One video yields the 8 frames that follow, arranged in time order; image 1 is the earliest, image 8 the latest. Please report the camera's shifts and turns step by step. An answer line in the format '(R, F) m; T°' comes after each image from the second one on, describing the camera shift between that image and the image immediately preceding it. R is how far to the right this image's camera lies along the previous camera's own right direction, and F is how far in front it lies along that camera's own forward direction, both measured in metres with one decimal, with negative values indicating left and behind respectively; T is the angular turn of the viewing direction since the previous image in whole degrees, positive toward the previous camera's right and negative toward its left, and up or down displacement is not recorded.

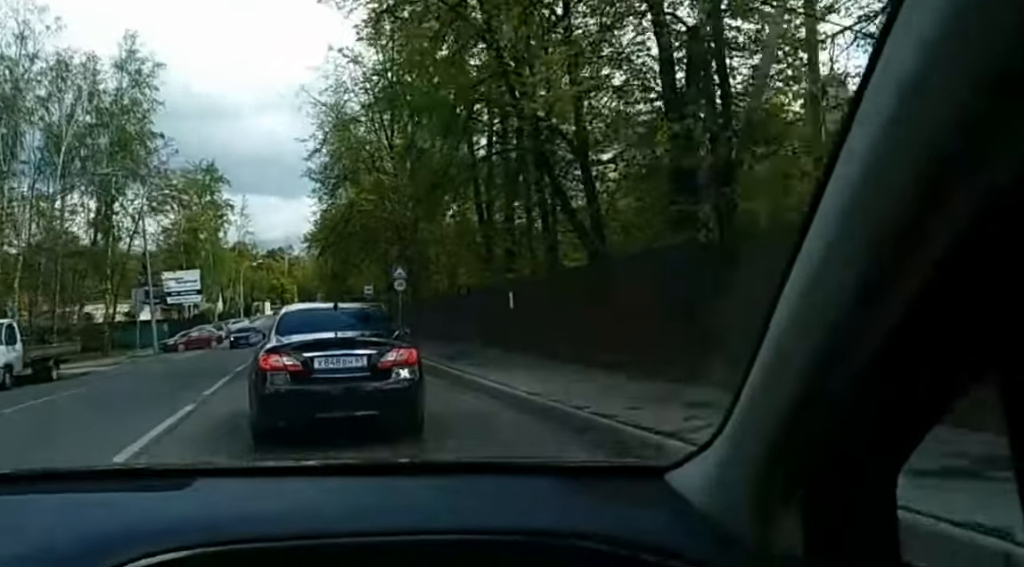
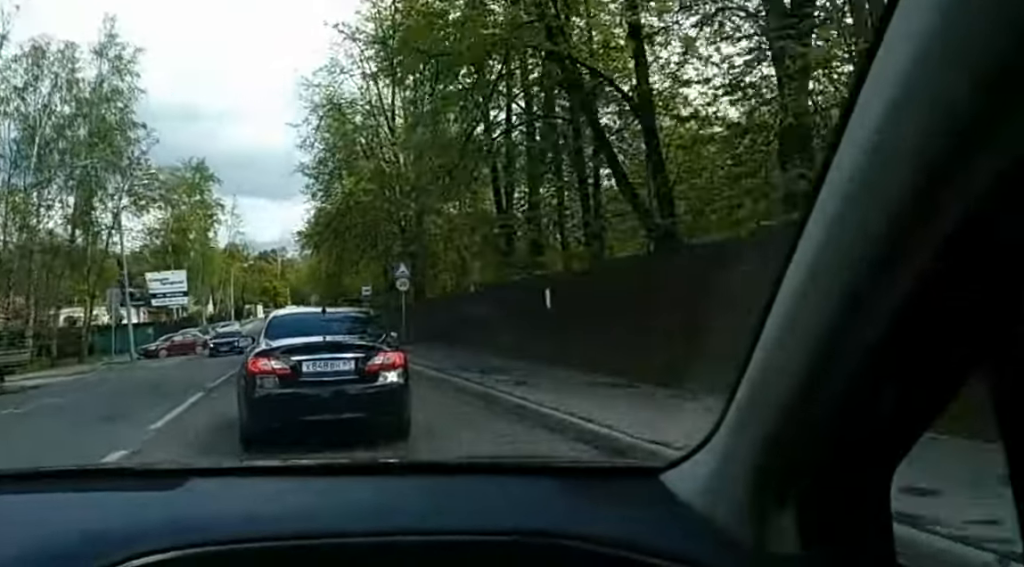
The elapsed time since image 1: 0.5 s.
(+0.1, +4.5) m; 0°
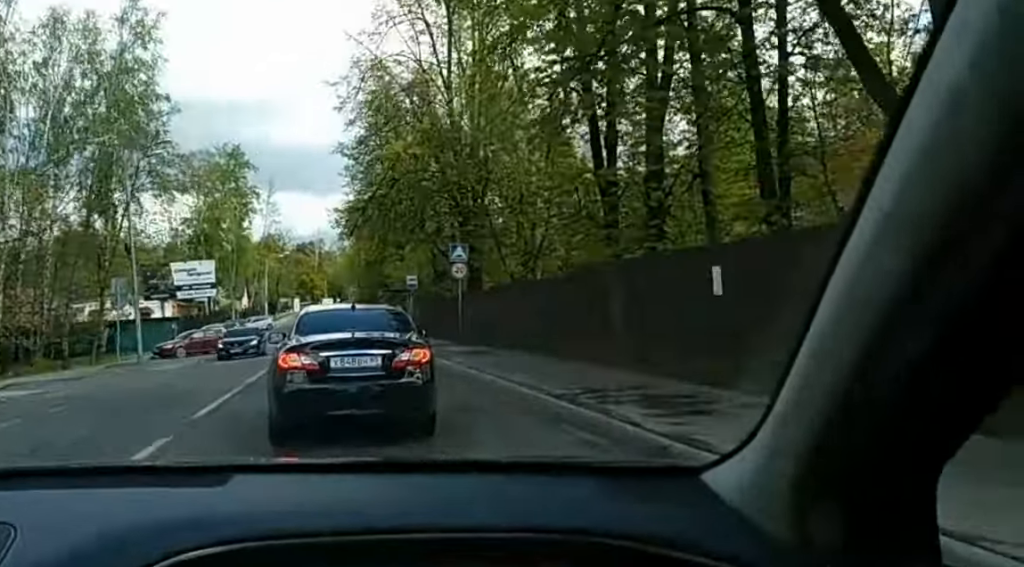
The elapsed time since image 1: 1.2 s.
(+0.4, +7.2) m; -2°
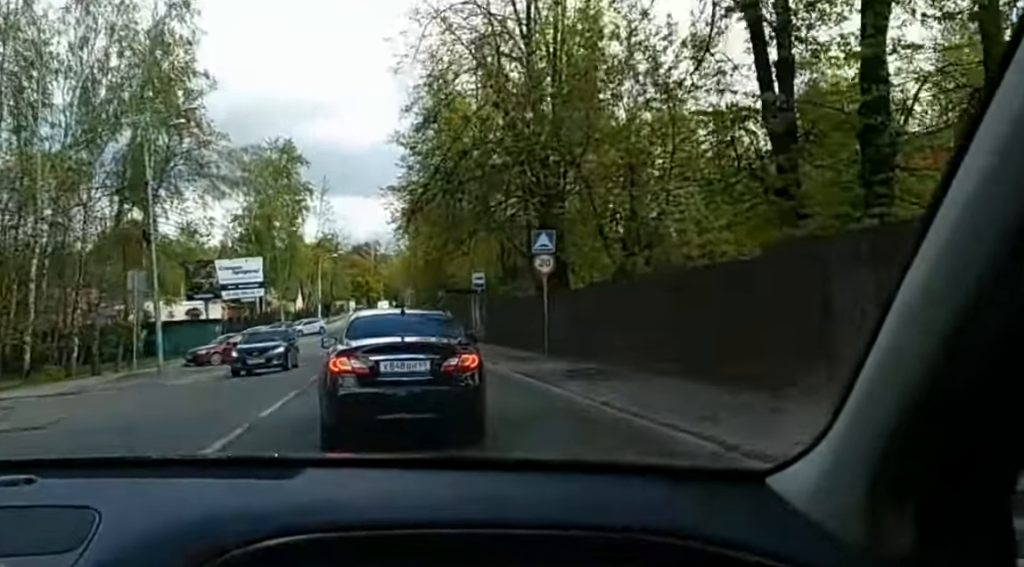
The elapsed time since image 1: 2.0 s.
(-0.6, +6.8) m; -1°
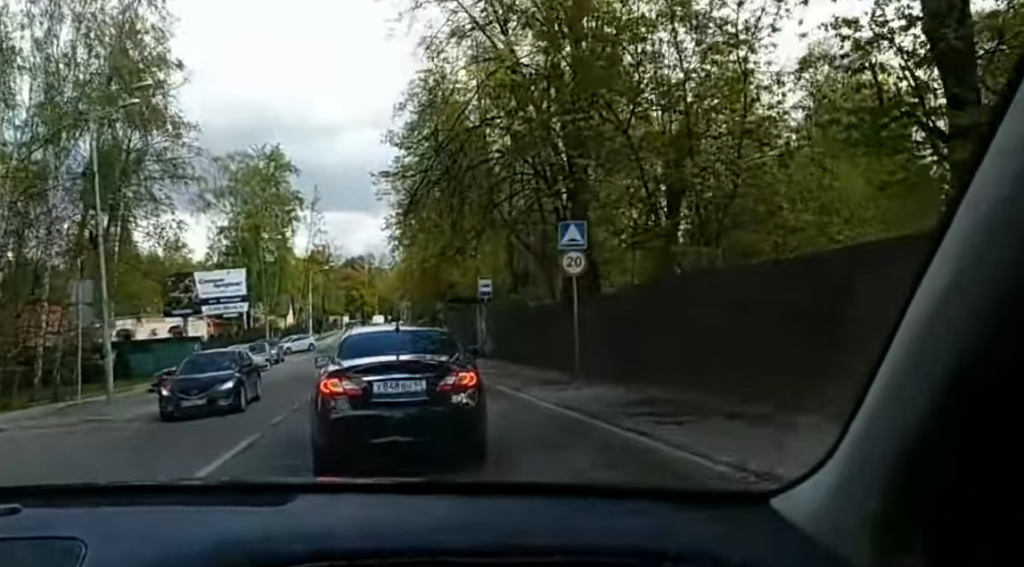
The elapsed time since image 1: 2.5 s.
(0.0, +5.3) m; +1°
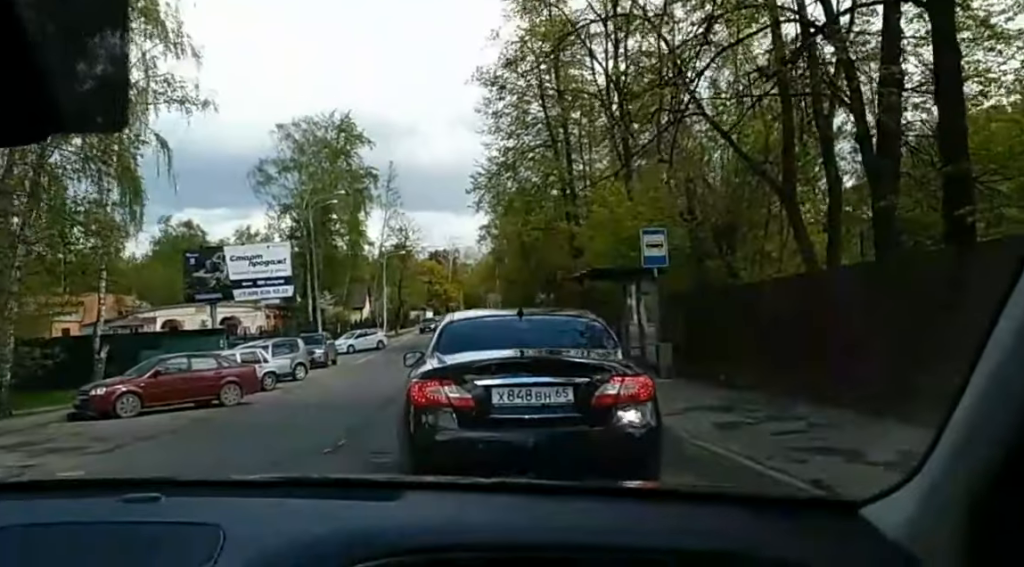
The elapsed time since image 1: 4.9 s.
(+0.9, +20.5) m; +3°
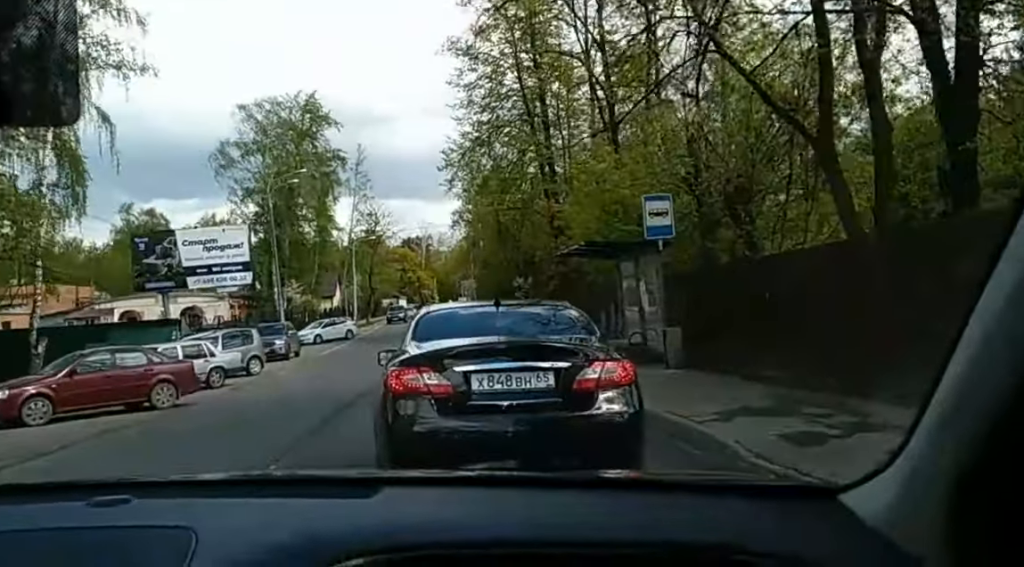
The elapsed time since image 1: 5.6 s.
(0.0, +4.9) m; 0°
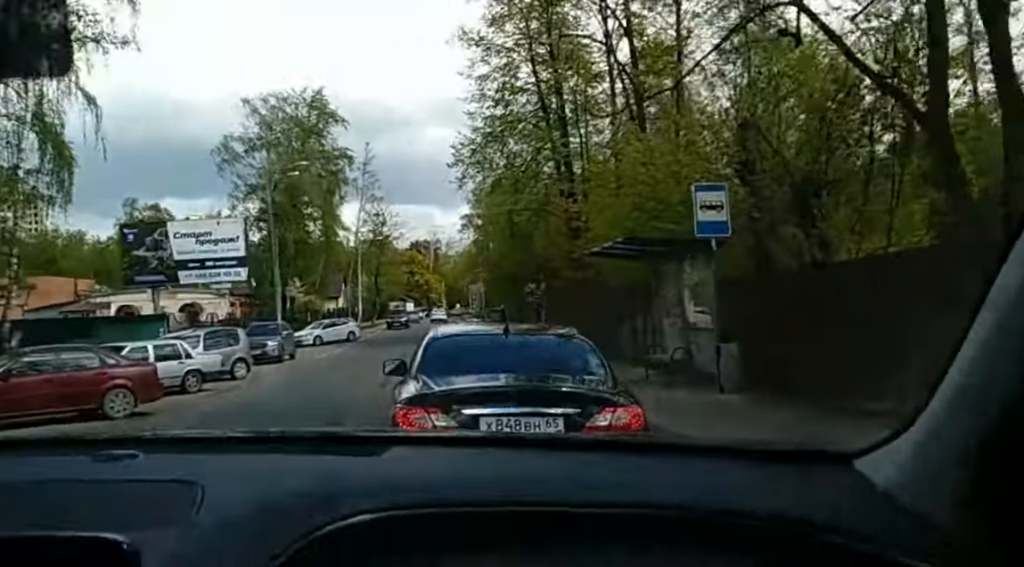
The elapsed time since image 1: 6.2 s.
(0.0, +3.8) m; -1°
